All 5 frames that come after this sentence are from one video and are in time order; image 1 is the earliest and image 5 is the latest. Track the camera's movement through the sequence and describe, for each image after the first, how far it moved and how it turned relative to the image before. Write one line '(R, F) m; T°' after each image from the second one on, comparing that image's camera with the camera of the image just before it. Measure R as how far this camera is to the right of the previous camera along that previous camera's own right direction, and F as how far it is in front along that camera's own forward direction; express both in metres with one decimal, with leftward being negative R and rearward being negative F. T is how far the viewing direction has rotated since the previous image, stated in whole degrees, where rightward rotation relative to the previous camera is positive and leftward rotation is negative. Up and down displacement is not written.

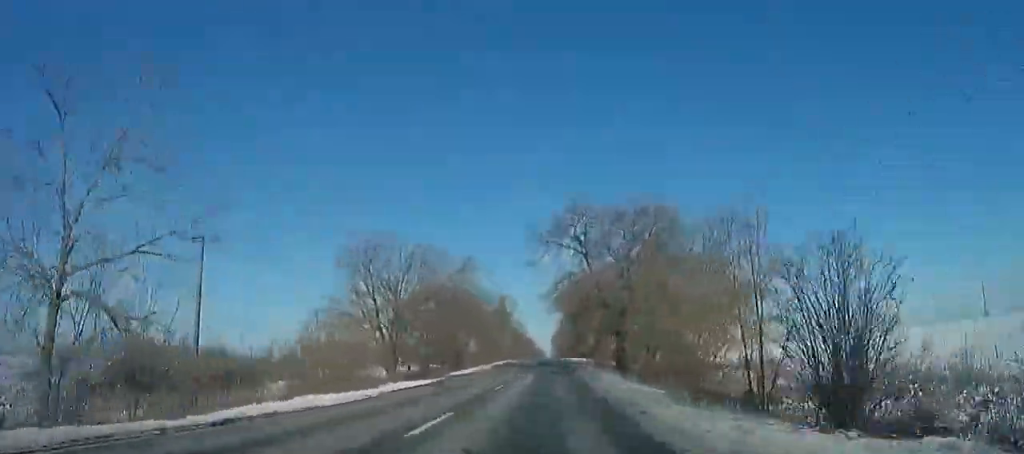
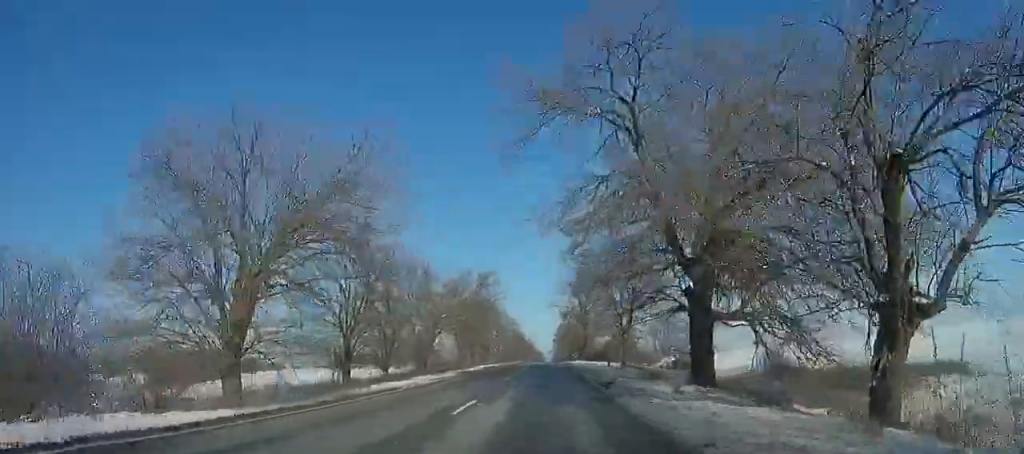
(+0.1, +20.4) m; -1°
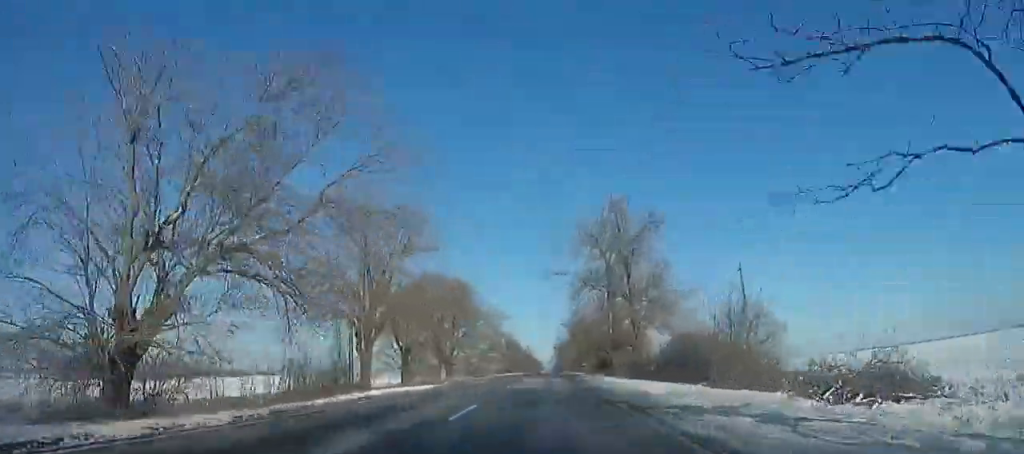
(-0.3, +35.6) m; 0°
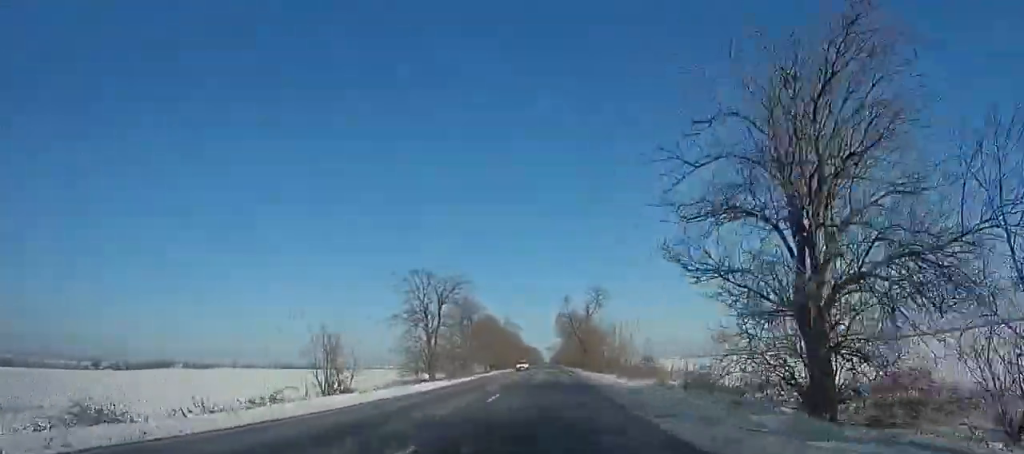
(+0.5, +76.7) m; +1°
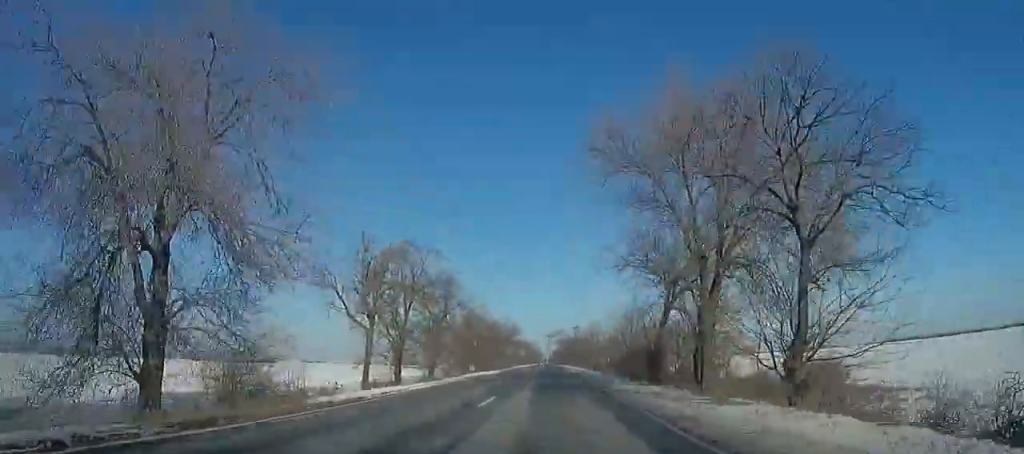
(0.0, +94.4) m; -1°
